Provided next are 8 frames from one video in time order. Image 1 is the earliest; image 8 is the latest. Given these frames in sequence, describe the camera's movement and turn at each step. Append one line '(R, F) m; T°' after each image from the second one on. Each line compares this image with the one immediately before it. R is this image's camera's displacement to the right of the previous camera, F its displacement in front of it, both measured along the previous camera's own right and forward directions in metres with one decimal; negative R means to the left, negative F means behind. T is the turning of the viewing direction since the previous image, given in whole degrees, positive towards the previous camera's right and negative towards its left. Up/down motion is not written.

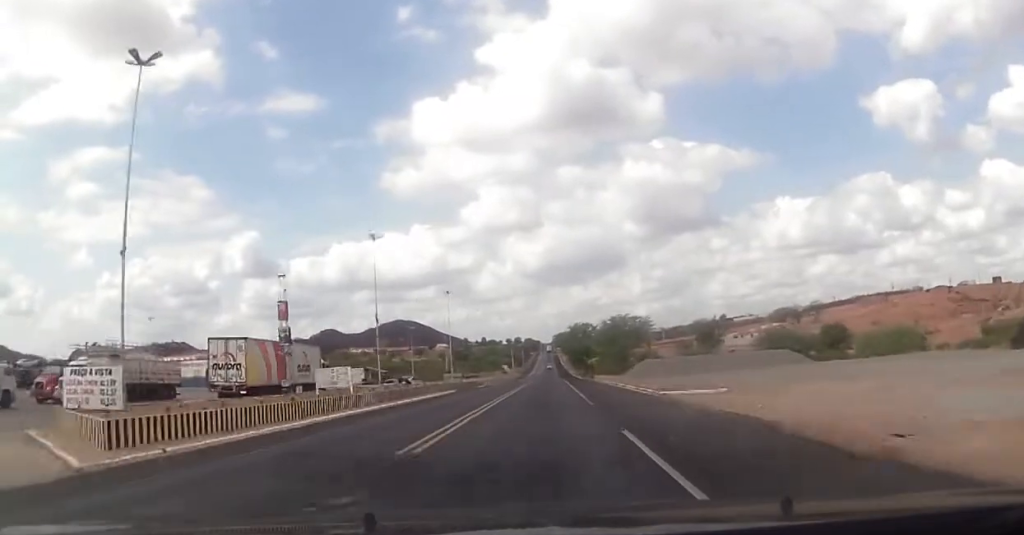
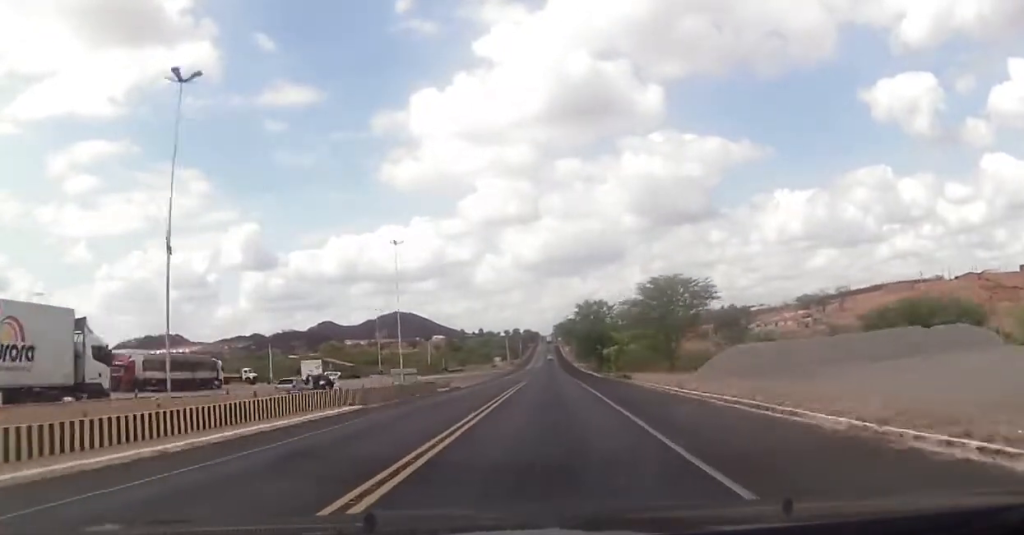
(+0.3, +30.7) m; 0°
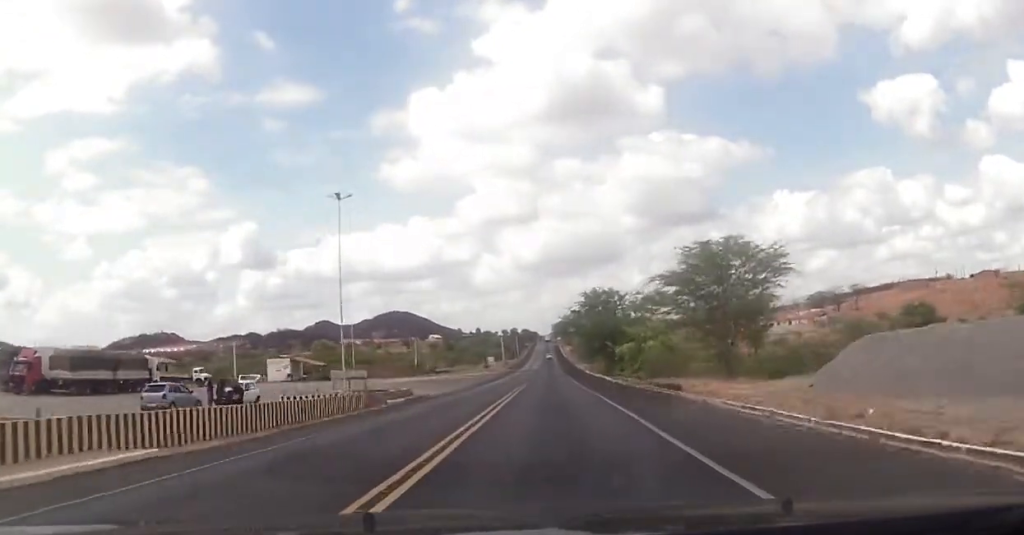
(-0.2, +16.0) m; -1°
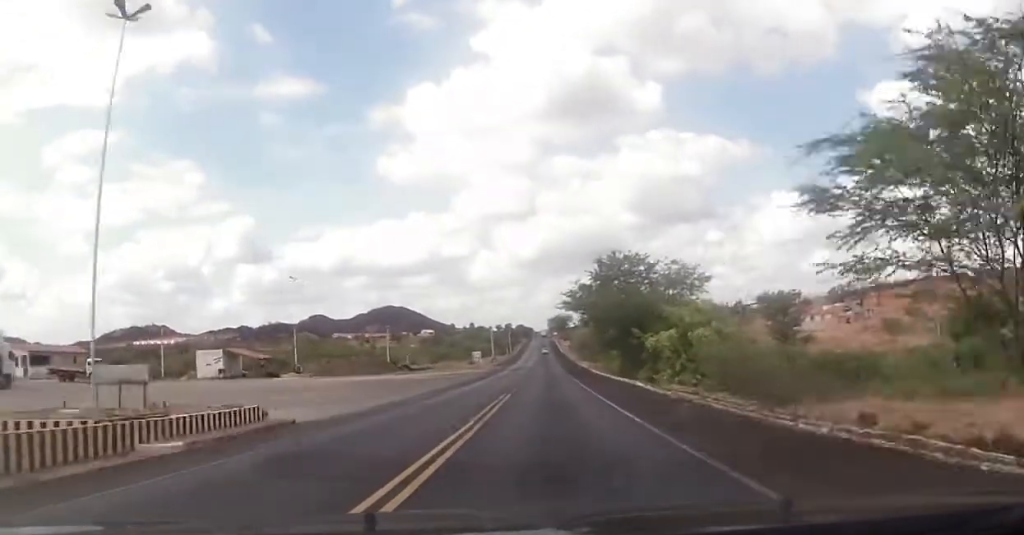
(0.0, +23.9) m; +1°
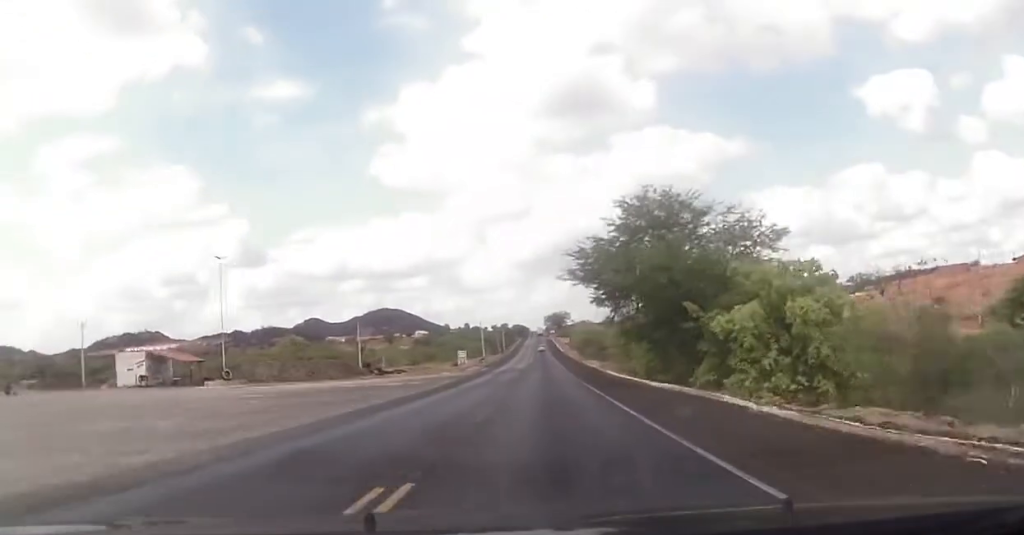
(+0.2, +19.3) m; +1°
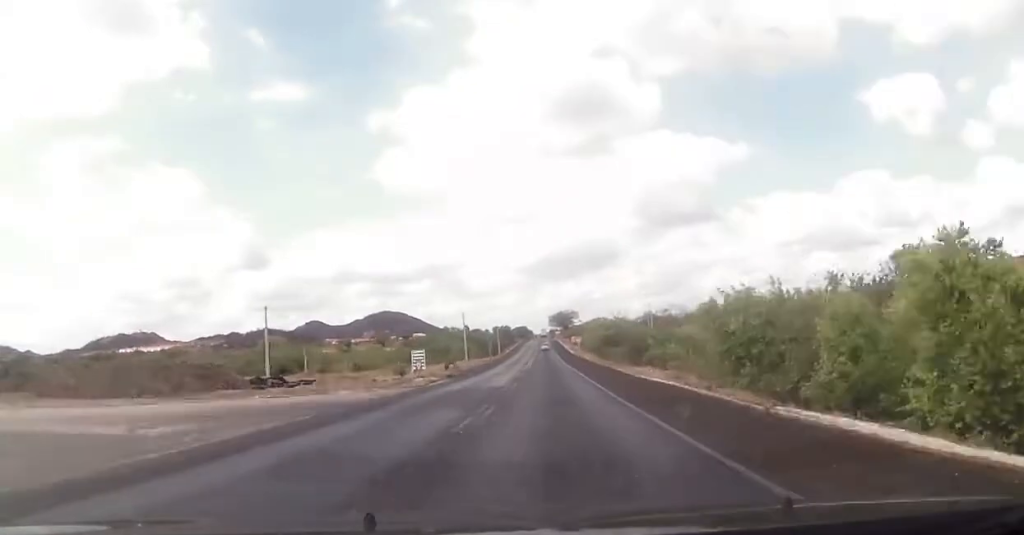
(+0.4, +41.8) m; 0°
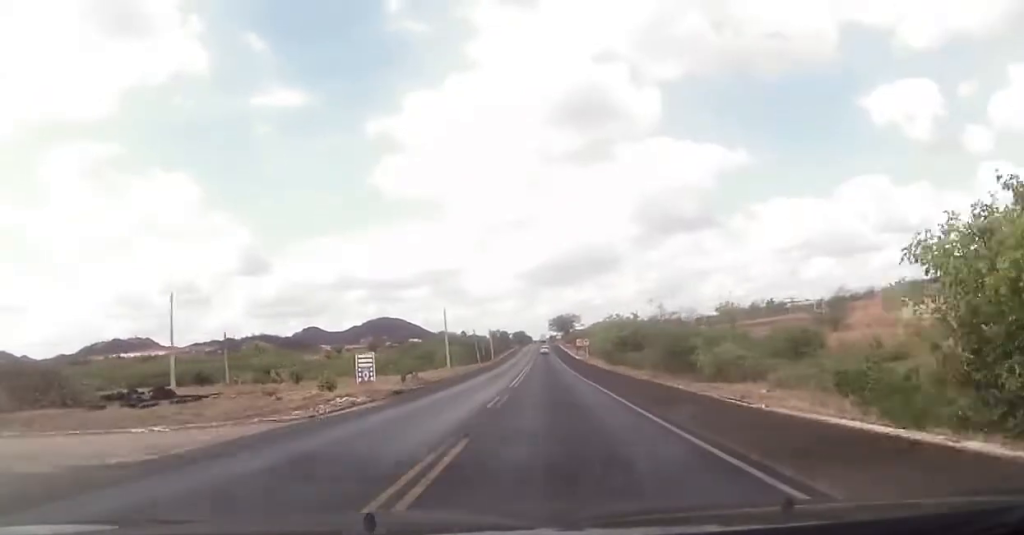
(-0.3, +21.3) m; 0°
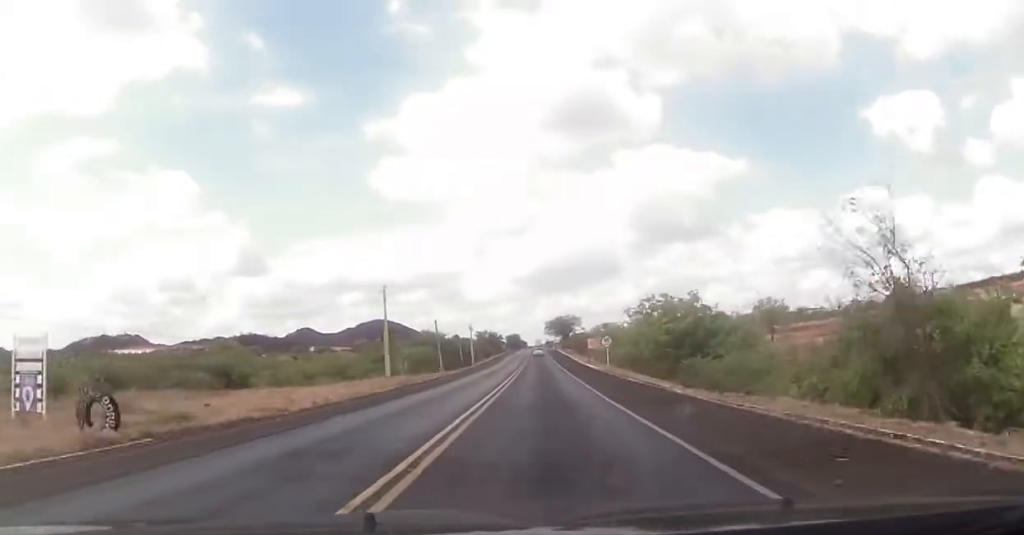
(+0.1, +35.3) m; 0°
